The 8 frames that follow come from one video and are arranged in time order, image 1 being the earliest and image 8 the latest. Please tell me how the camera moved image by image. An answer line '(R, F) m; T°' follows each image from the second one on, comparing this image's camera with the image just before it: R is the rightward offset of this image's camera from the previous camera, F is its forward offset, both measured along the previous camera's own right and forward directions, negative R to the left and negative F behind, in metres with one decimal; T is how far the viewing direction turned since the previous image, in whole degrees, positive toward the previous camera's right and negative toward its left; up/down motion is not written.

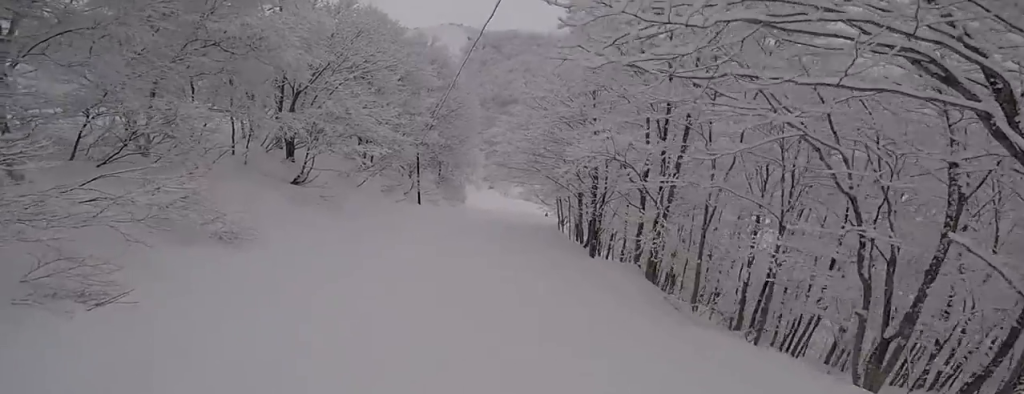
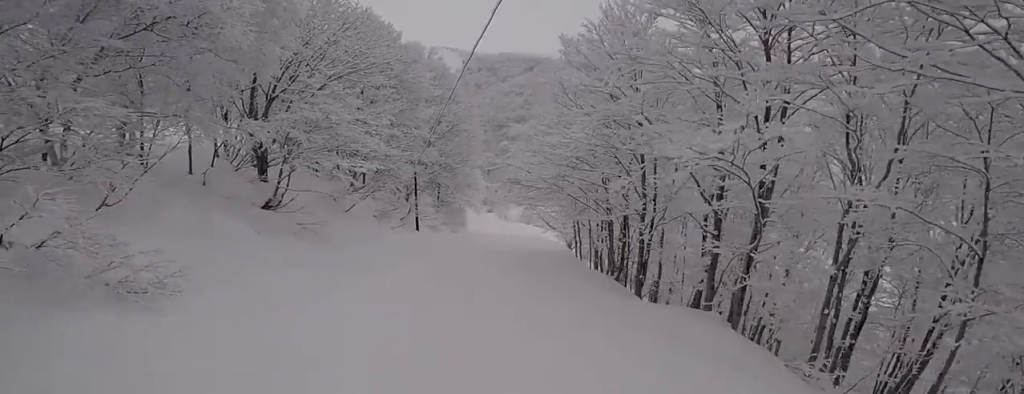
(+0.6, +3.5) m; +12°
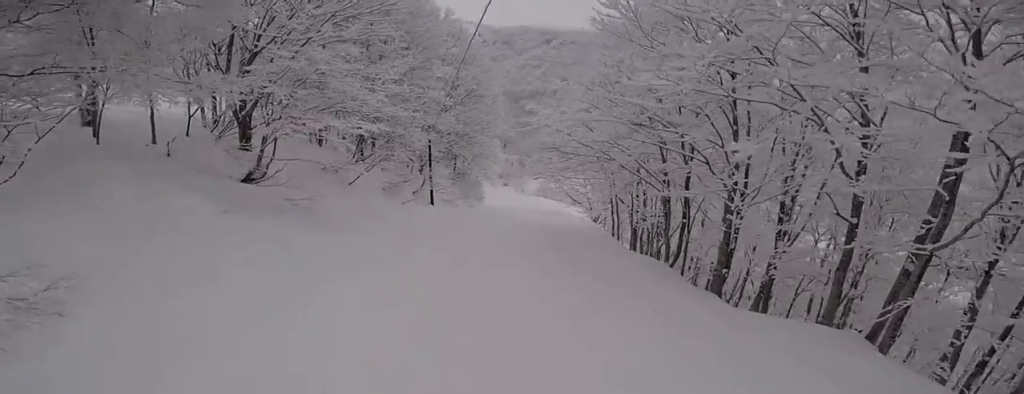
(0.0, +2.9) m; -10°
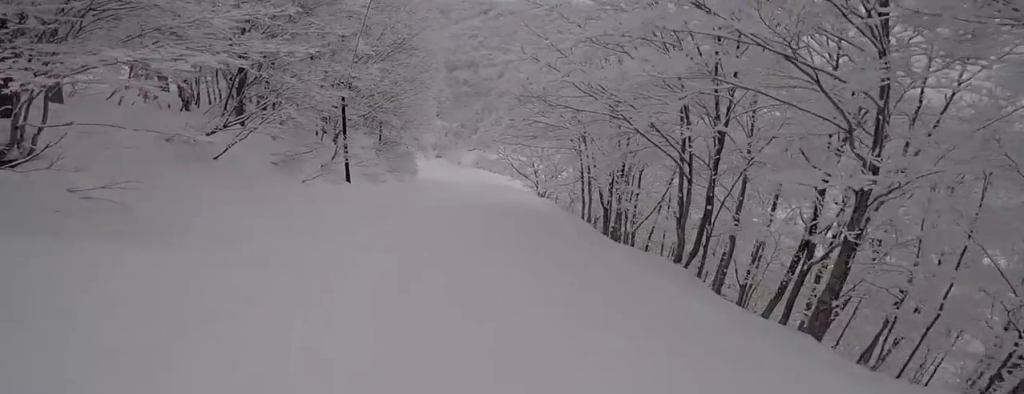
(-0.7, +4.8) m; +2°
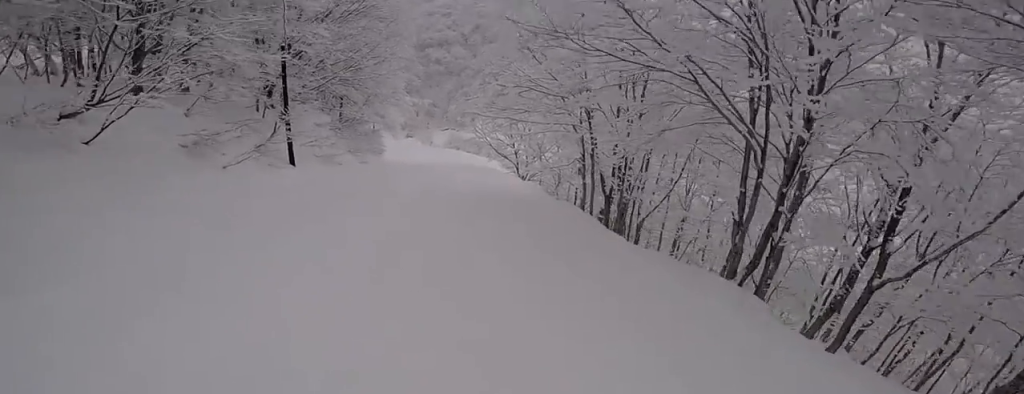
(+0.7, +2.9) m; +12°
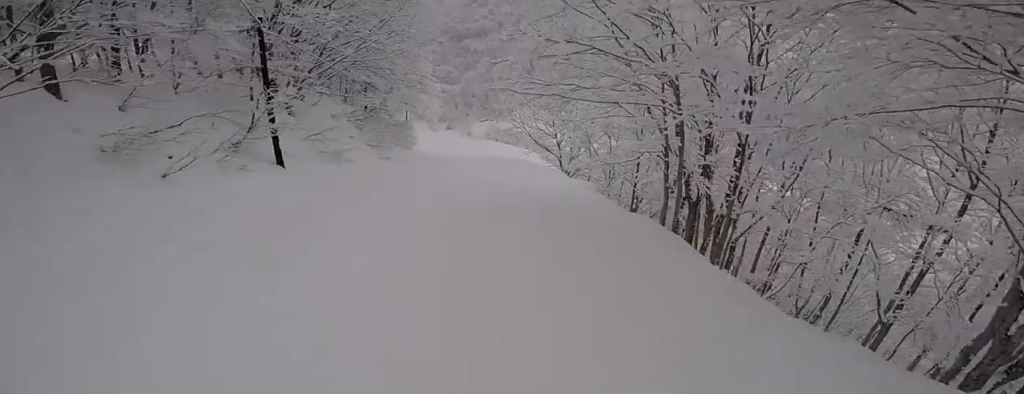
(+0.3, +3.9) m; +4°
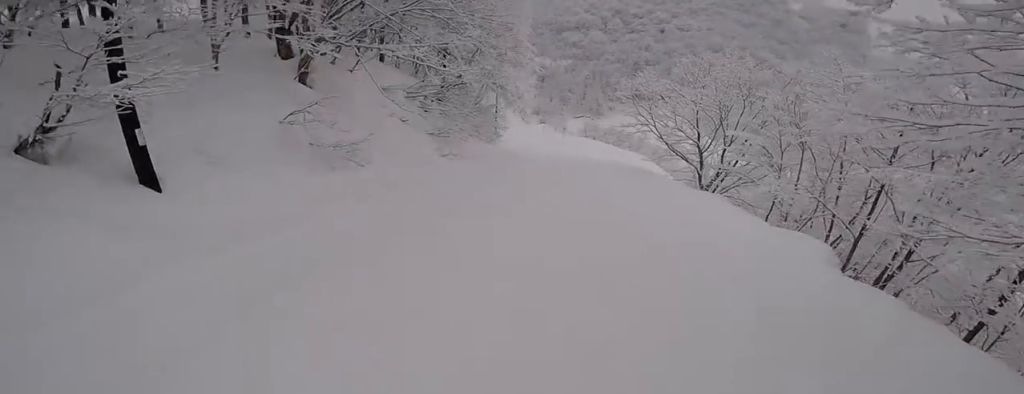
(-1.3, +8.3) m; -17°
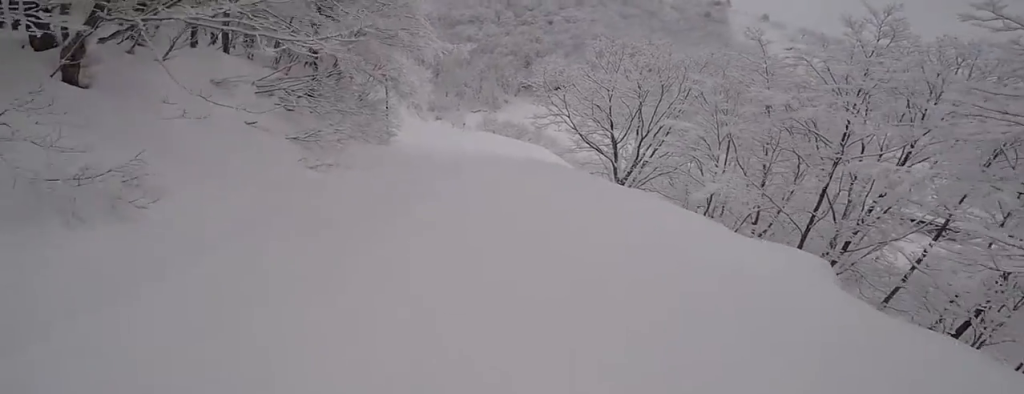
(-0.3, +3.1) m; +3°
